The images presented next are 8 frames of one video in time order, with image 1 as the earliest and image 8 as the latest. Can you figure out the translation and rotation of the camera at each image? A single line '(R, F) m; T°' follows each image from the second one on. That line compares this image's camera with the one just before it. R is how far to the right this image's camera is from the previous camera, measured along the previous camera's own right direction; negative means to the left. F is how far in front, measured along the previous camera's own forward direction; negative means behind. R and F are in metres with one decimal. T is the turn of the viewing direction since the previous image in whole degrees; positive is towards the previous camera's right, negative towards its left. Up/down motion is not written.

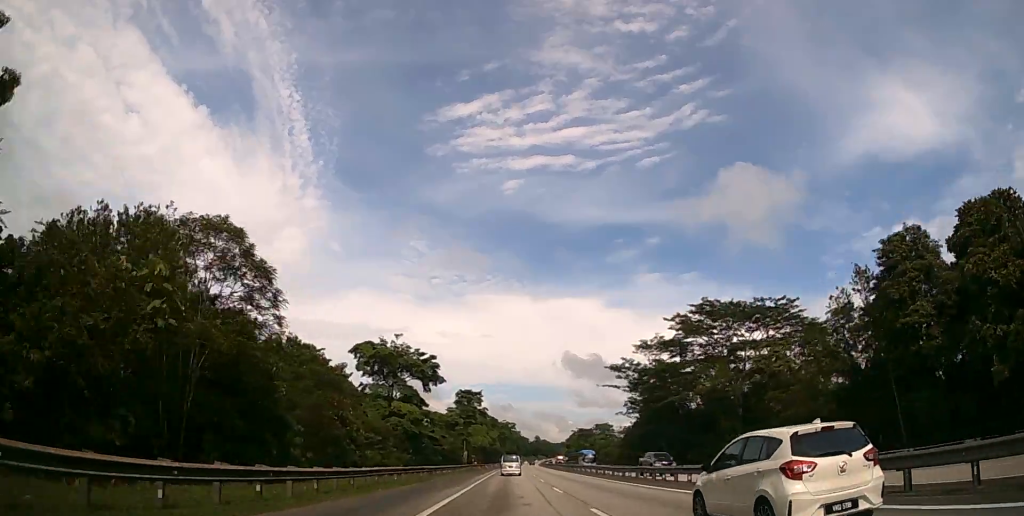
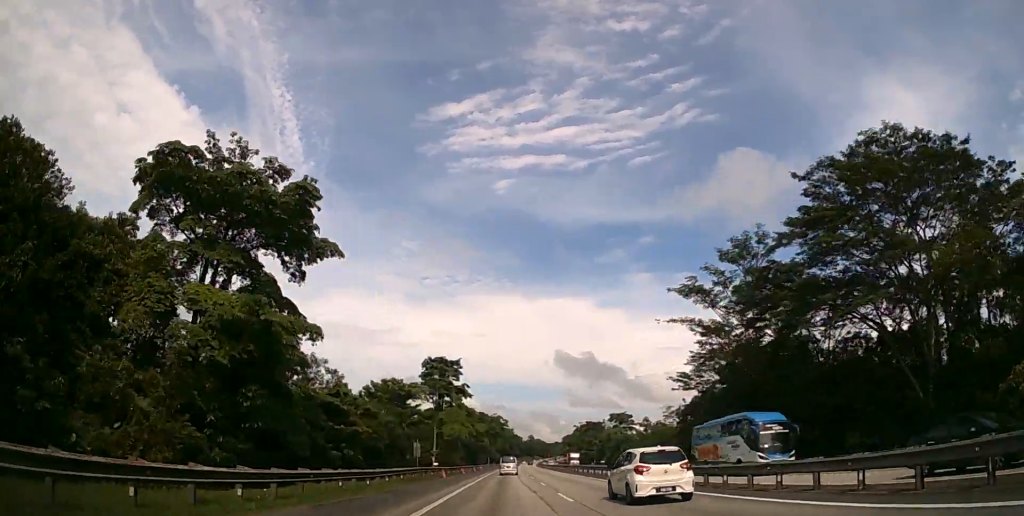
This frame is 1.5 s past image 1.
(+0.3, +40.8) m; +1°
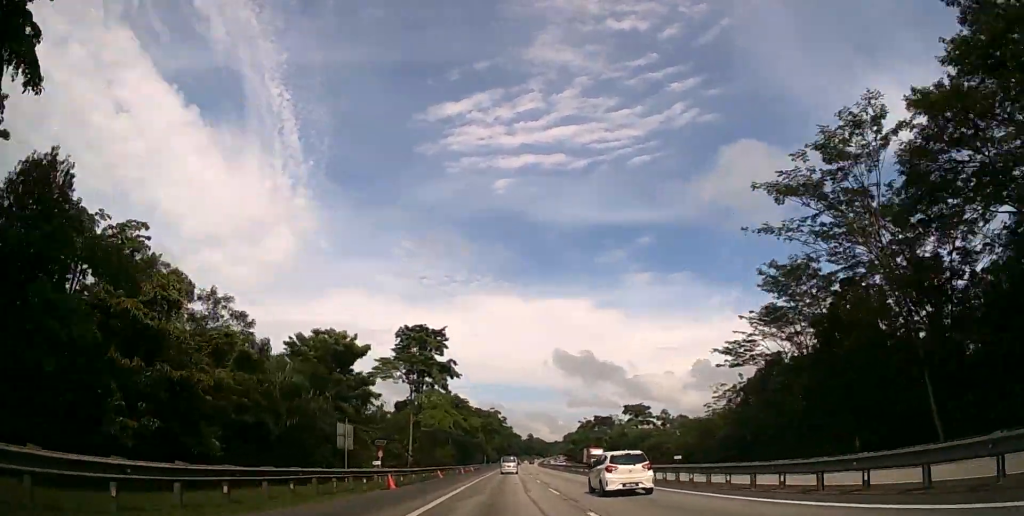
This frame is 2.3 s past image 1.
(+0.1, +20.4) m; 0°
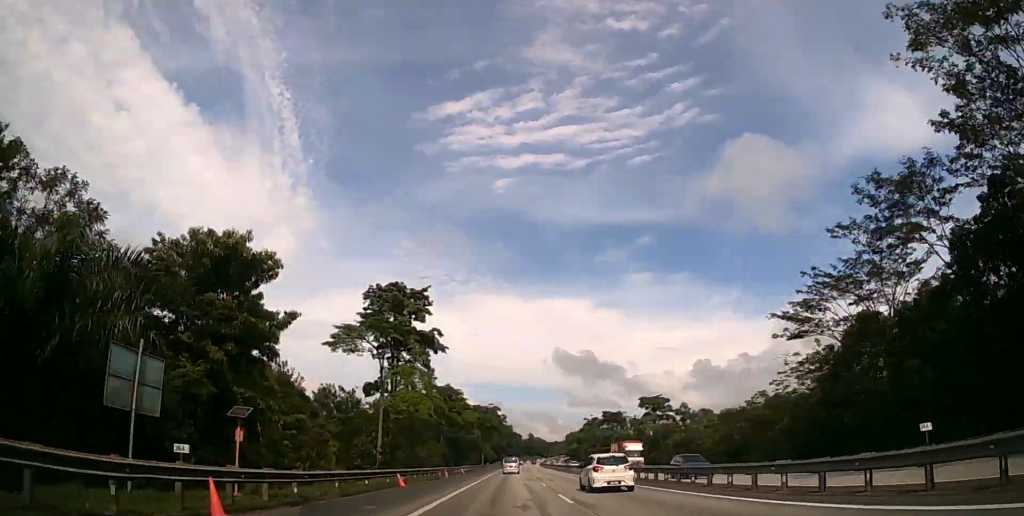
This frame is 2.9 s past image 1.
(0.0, +16.1) m; 0°
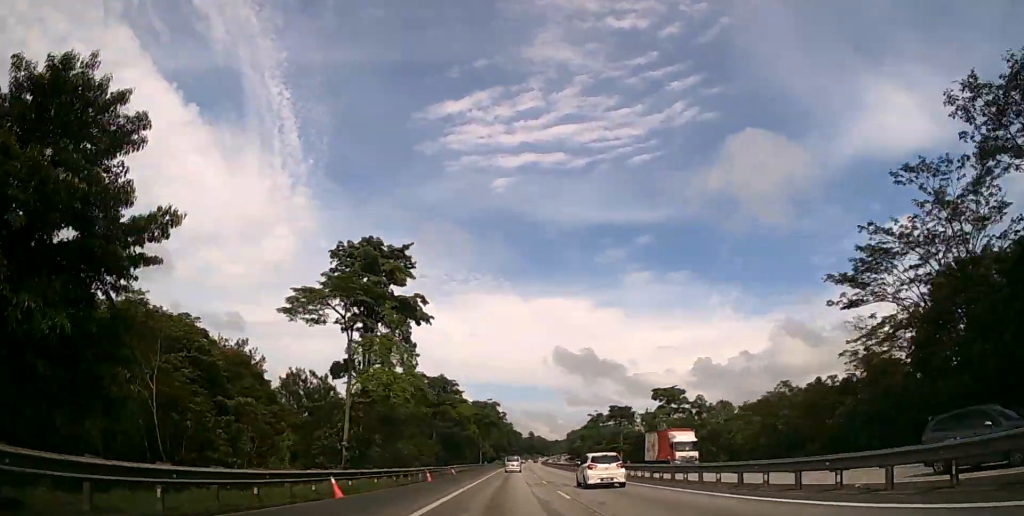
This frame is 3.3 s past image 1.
(0.0, +10.8) m; 0°
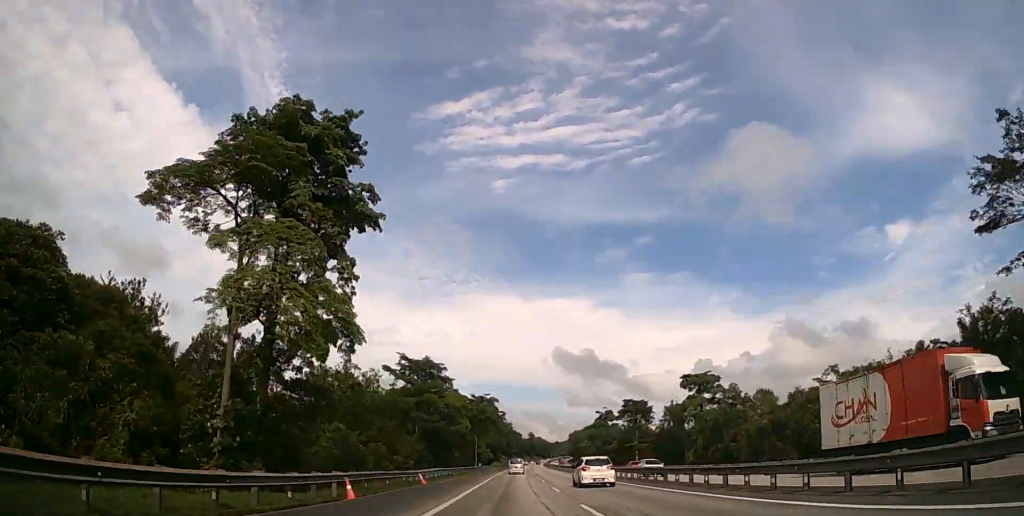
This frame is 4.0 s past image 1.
(0.0, +18.4) m; 0°
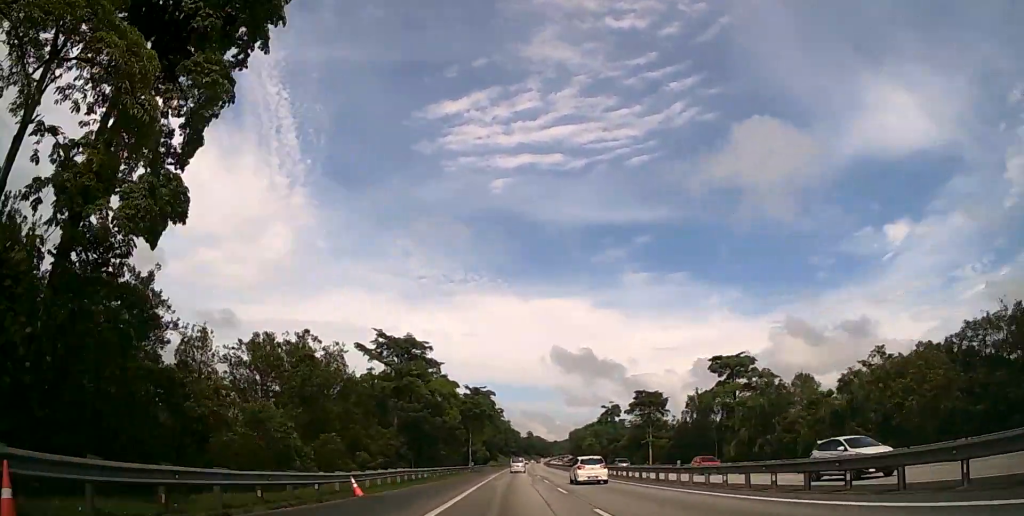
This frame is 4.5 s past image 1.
(0.0, +14.0) m; 0°
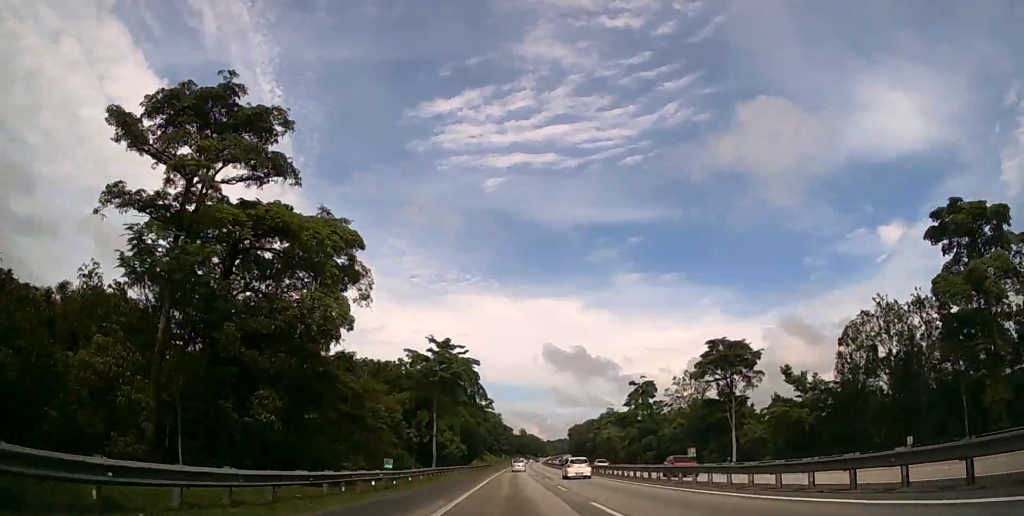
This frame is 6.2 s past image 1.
(+0.3, +46.4) m; +1°
